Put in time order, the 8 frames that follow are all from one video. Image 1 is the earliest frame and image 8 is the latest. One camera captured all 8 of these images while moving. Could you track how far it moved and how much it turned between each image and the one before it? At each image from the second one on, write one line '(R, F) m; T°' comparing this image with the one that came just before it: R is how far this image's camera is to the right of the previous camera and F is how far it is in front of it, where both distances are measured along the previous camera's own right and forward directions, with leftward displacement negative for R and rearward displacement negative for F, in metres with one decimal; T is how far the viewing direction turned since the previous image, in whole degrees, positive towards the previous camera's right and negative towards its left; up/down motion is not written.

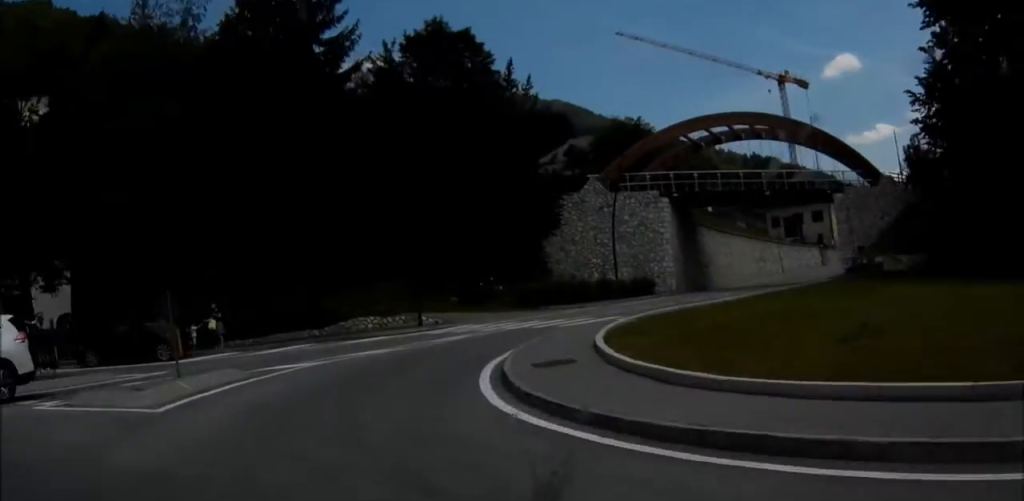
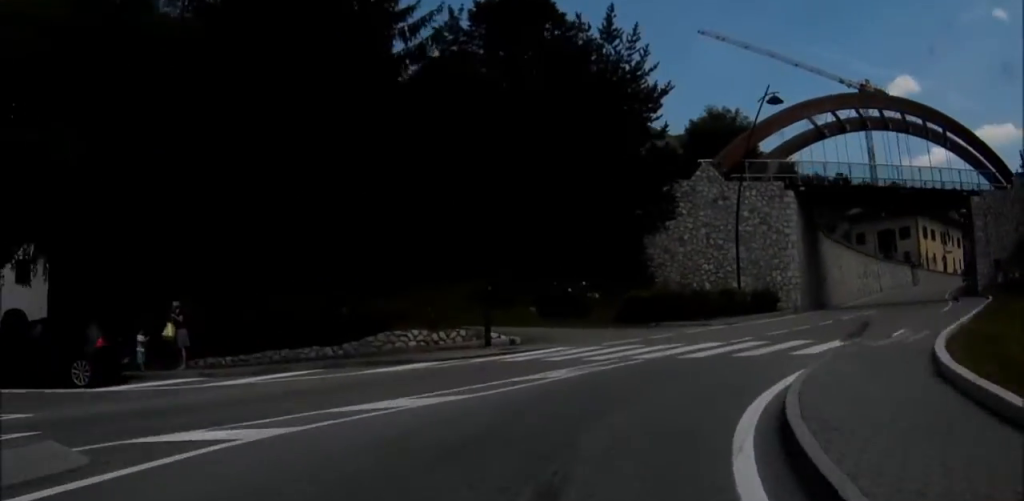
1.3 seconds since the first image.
(-2.2, +9.4) m; +3°
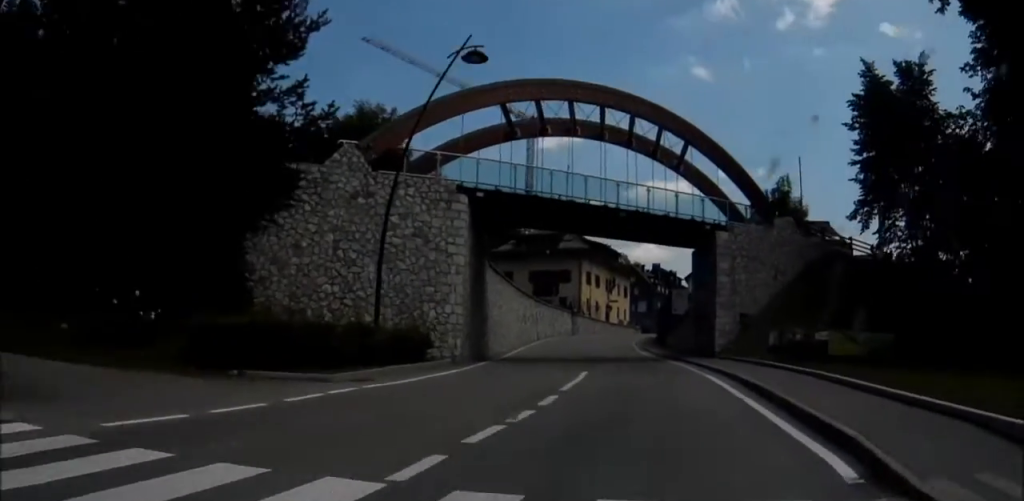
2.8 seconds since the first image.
(+1.7, +11.9) m; +12°
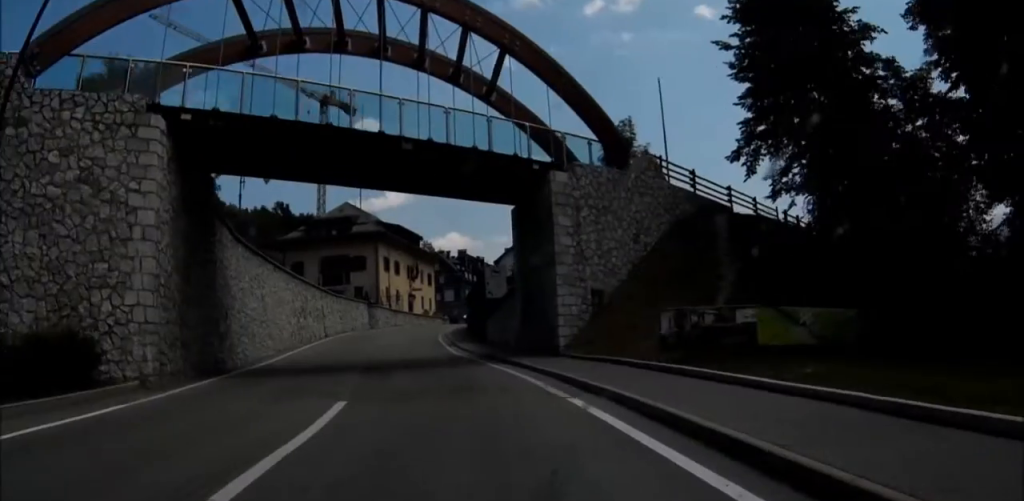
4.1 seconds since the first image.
(+1.5, +11.3) m; +10°
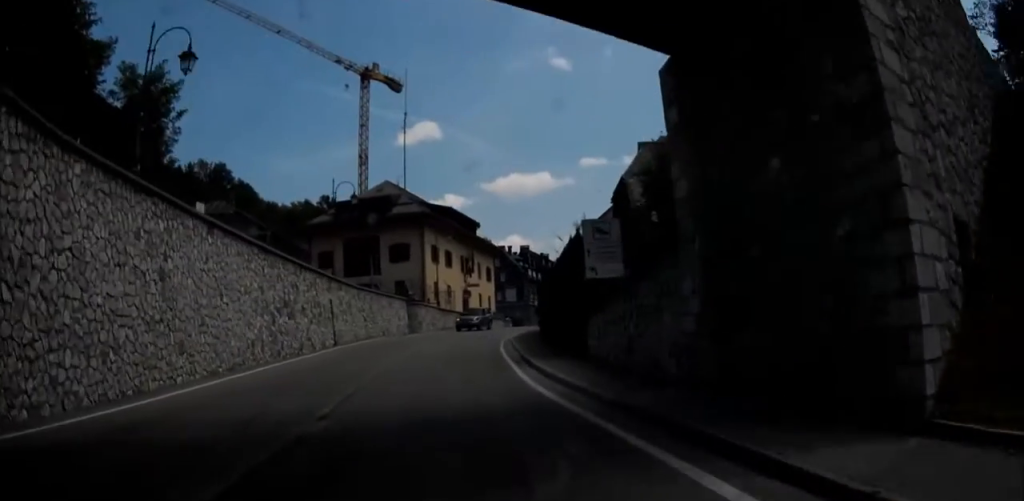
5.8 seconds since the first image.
(+0.9, +15.4) m; +4°
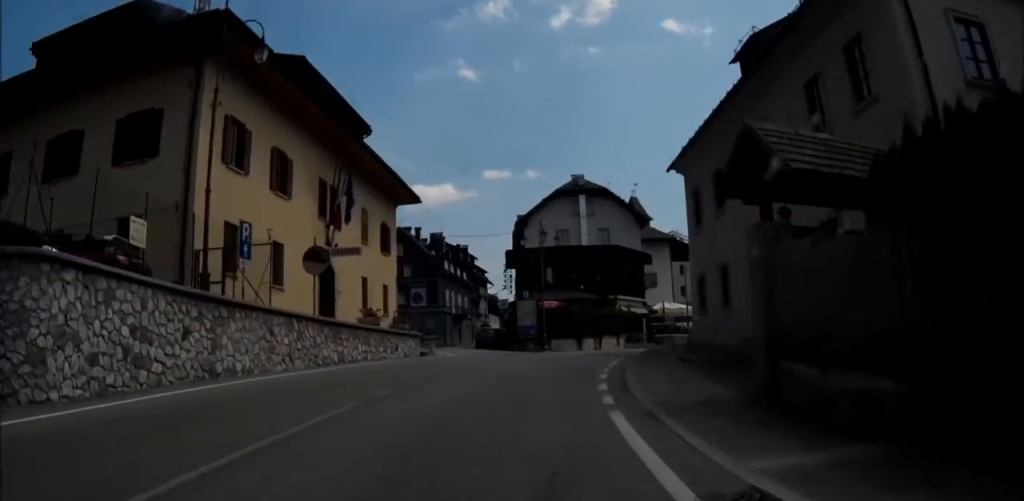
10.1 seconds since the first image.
(+2.1, +42.8) m; +10°
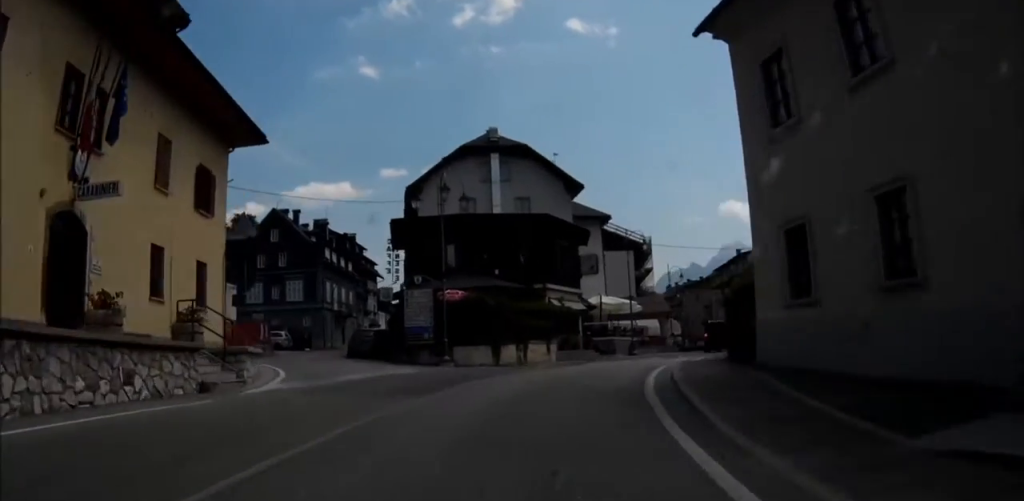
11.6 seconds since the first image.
(+0.5, +13.5) m; +8°
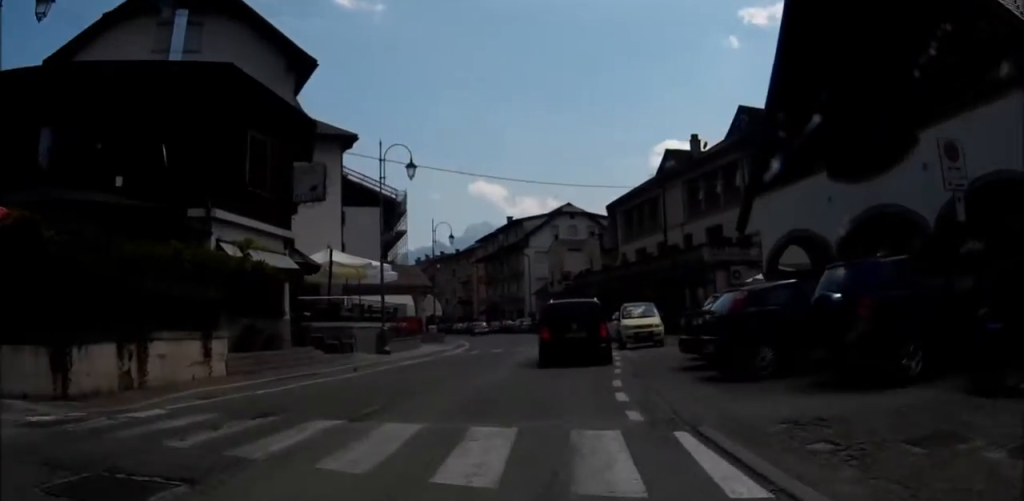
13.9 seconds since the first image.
(+2.7, +17.7) m; +15°
